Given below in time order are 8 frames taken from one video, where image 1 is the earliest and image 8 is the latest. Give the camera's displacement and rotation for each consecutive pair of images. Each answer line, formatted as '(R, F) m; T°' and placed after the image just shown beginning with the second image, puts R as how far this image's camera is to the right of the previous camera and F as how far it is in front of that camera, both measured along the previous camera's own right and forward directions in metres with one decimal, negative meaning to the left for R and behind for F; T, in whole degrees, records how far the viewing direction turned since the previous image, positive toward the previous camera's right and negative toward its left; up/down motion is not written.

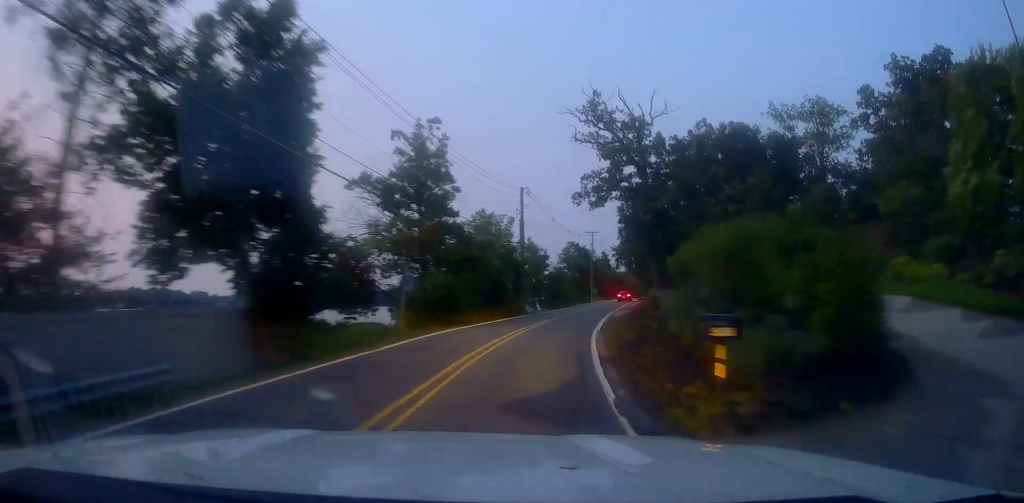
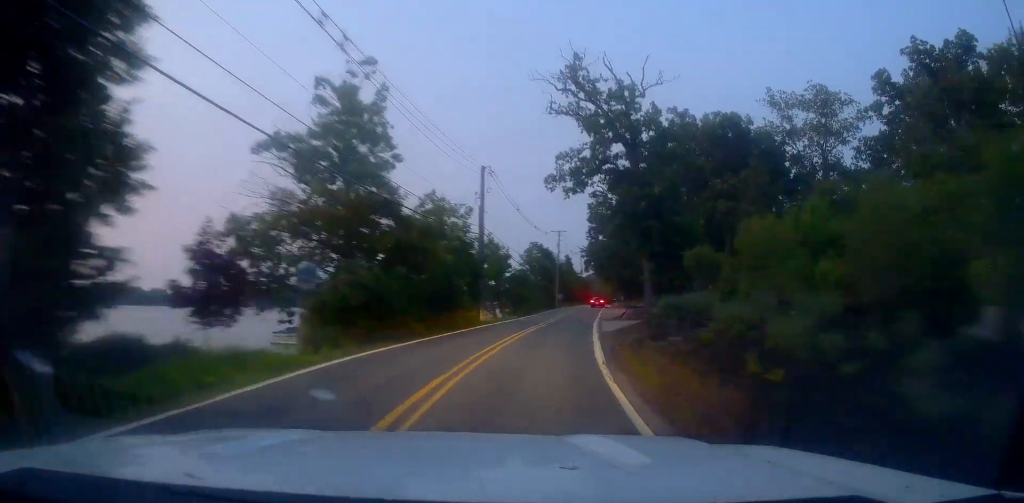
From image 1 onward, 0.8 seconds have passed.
(+0.3, +9.2) m; +4°
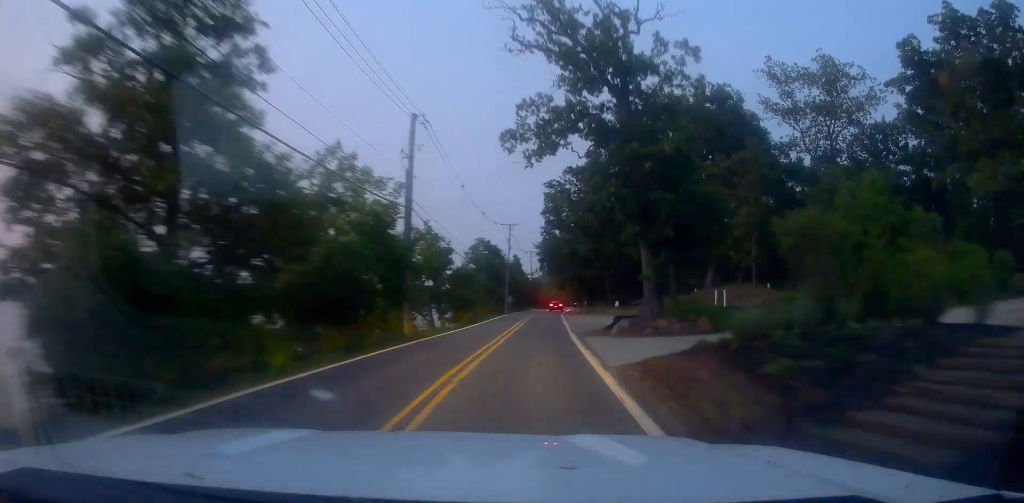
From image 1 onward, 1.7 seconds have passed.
(+0.6, +11.6) m; +6°
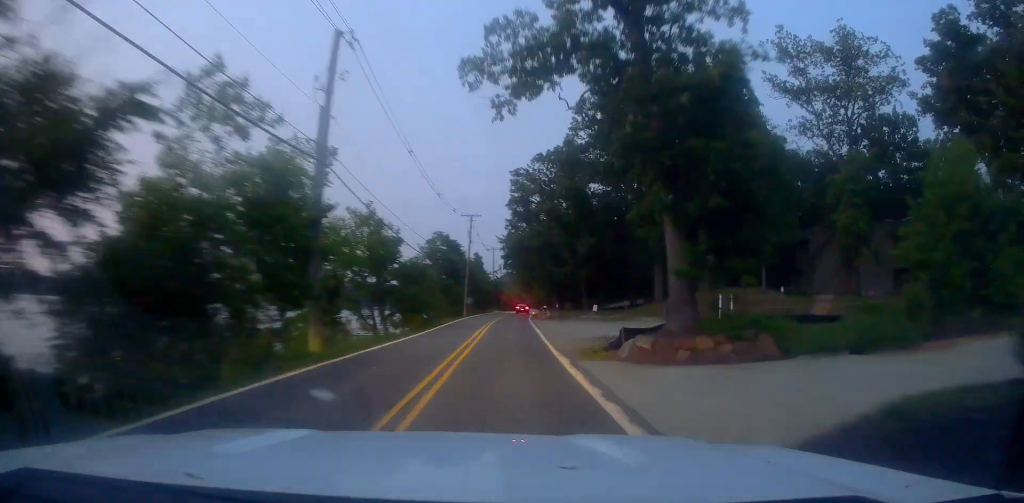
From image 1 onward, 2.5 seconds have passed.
(+0.5, +9.1) m; +3°
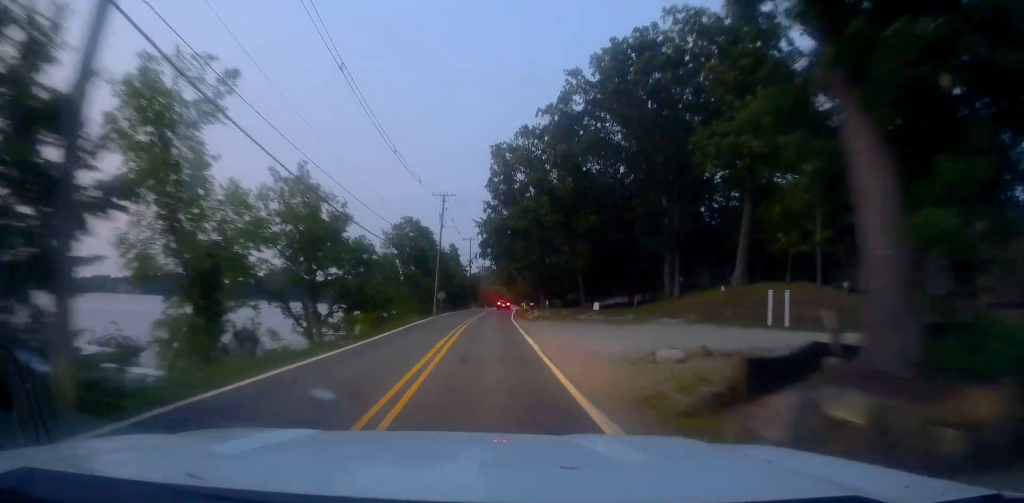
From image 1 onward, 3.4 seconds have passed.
(+0.2, +10.4) m; +3°
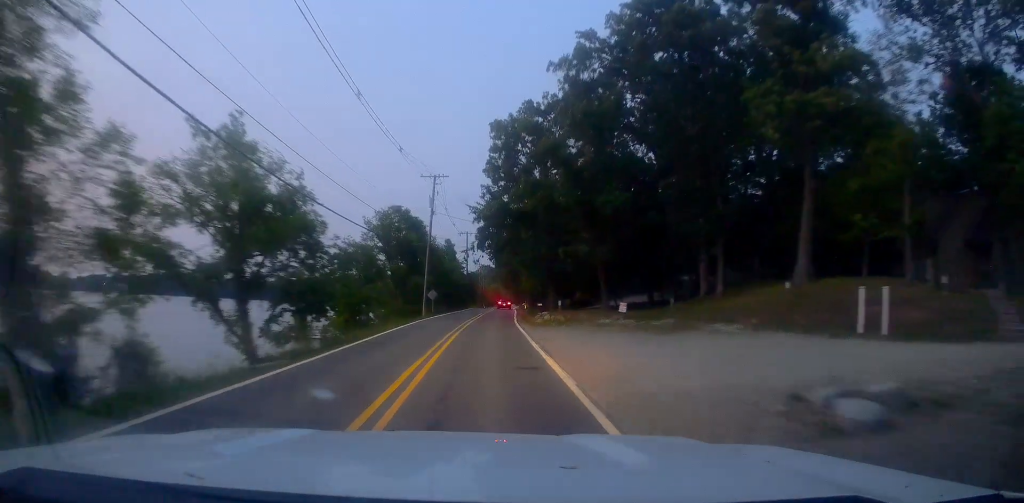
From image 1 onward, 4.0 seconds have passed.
(-0.2, +8.0) m; +3°
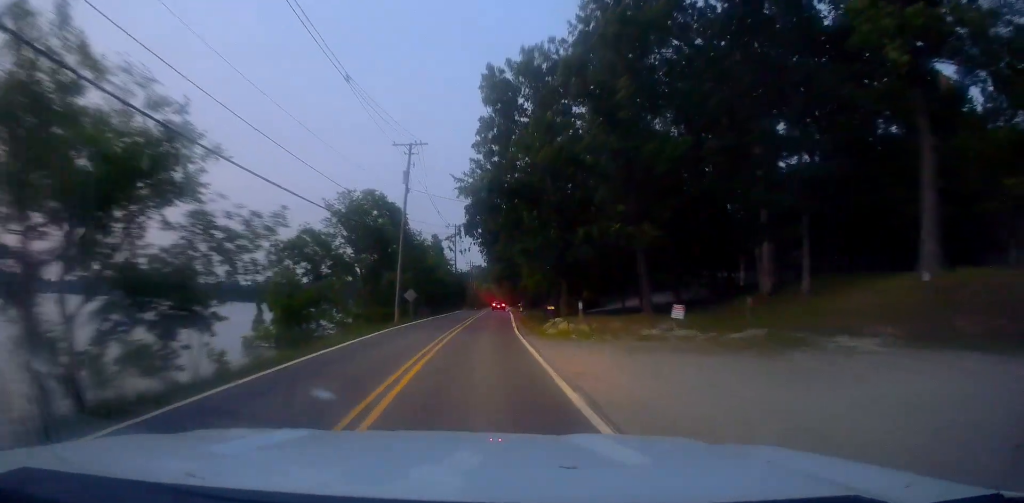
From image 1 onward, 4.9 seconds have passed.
(+0.9, +9.9) m; +4°
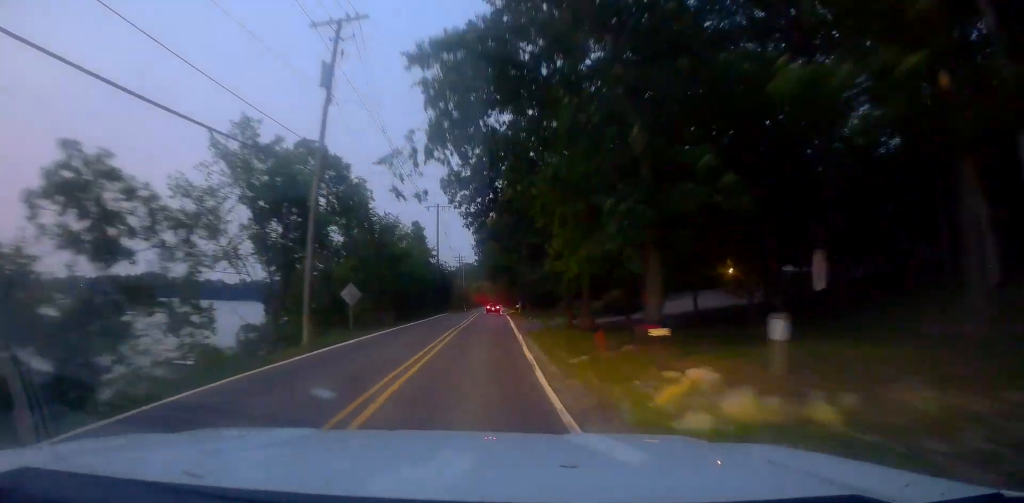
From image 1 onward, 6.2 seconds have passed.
(0.0, +16.6) m; +1°
